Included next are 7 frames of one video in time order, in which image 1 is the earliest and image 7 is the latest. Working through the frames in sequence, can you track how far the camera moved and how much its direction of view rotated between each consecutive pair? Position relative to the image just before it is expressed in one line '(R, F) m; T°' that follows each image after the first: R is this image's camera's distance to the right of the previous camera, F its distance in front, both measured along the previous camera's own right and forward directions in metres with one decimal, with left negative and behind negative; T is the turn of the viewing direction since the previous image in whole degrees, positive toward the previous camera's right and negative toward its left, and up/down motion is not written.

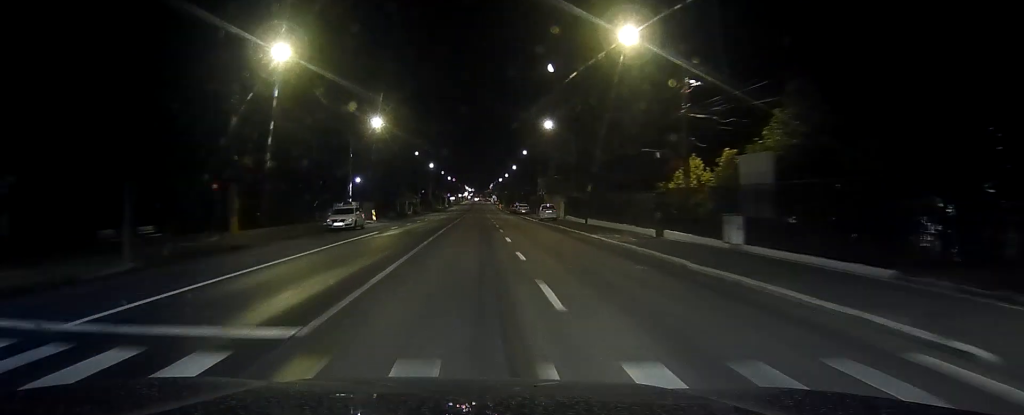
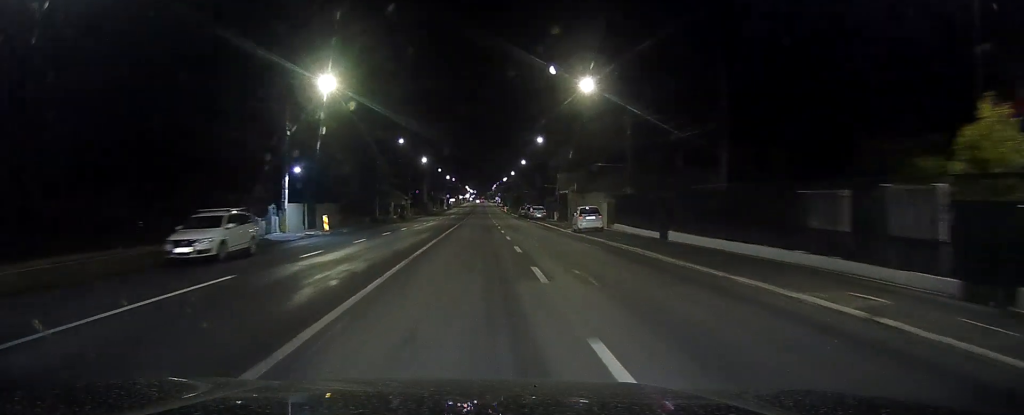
(+0.1, +23.2) m; 0°
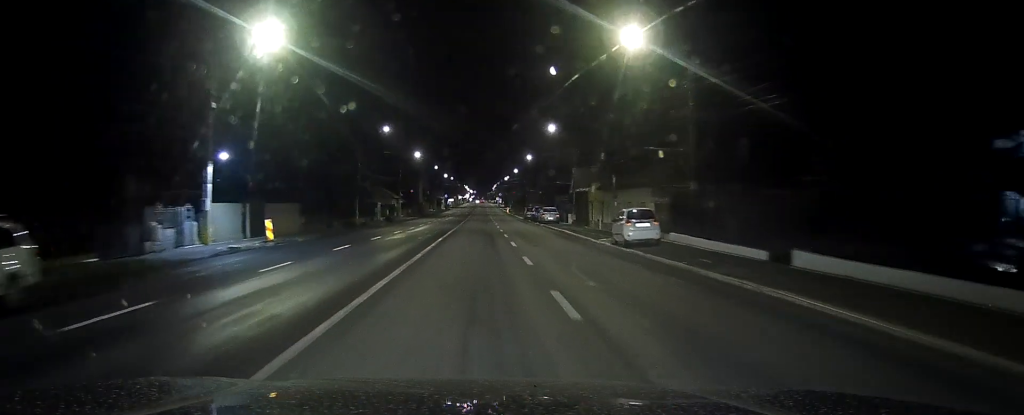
(0.0, +13.3) m; 0°
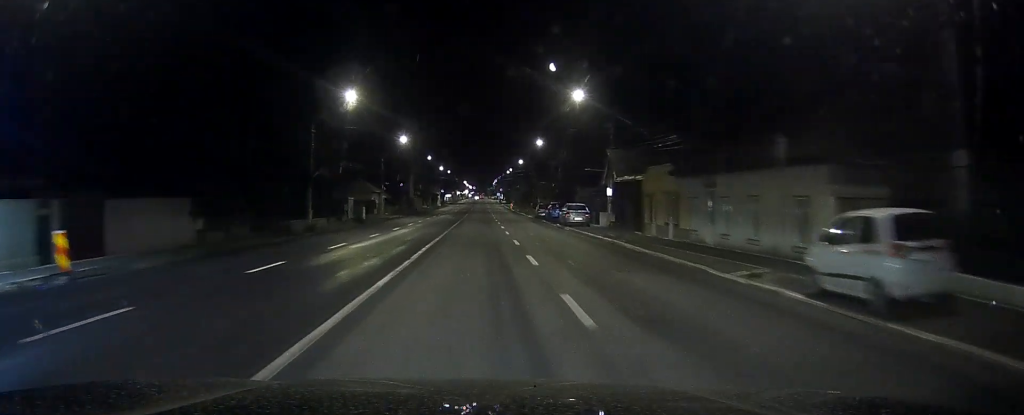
(-0.2, +19.0) m; 0°
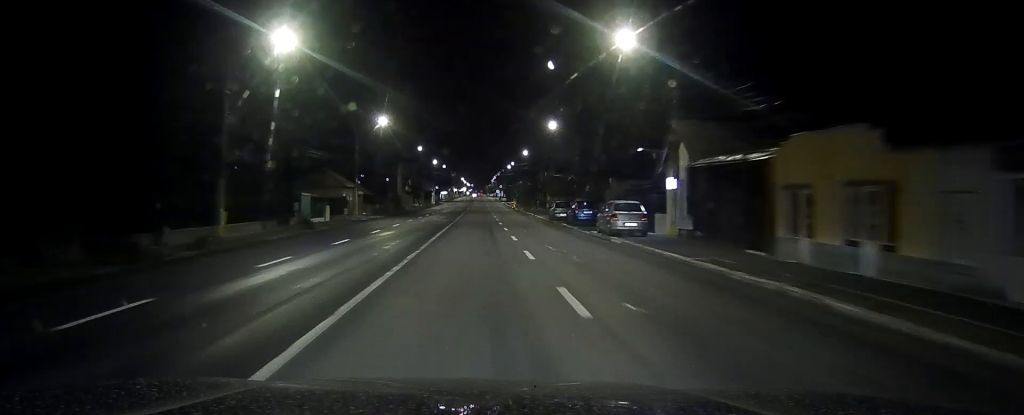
(0.0, +17.1) m; +1°
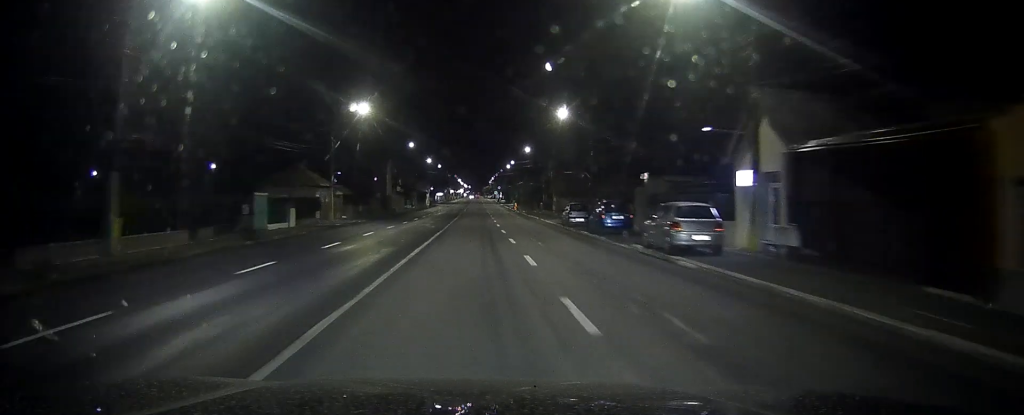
(+0.1, +10.2) m; 0°
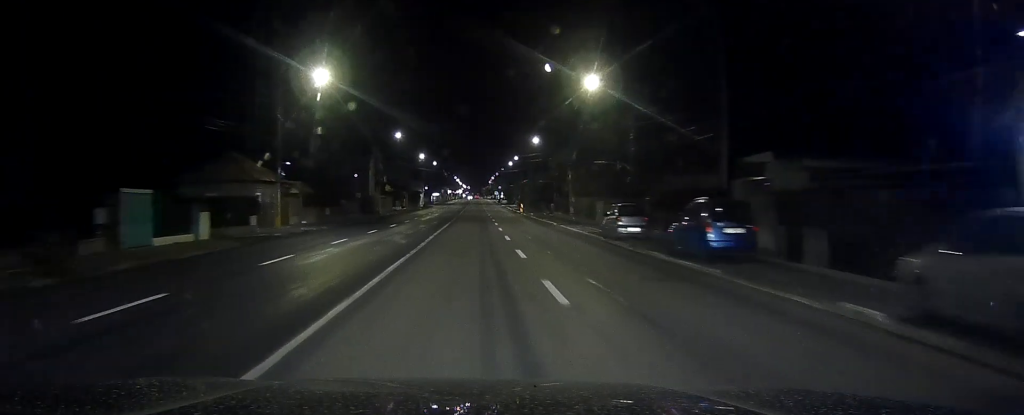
(0.0, +15.7) m; 0°
